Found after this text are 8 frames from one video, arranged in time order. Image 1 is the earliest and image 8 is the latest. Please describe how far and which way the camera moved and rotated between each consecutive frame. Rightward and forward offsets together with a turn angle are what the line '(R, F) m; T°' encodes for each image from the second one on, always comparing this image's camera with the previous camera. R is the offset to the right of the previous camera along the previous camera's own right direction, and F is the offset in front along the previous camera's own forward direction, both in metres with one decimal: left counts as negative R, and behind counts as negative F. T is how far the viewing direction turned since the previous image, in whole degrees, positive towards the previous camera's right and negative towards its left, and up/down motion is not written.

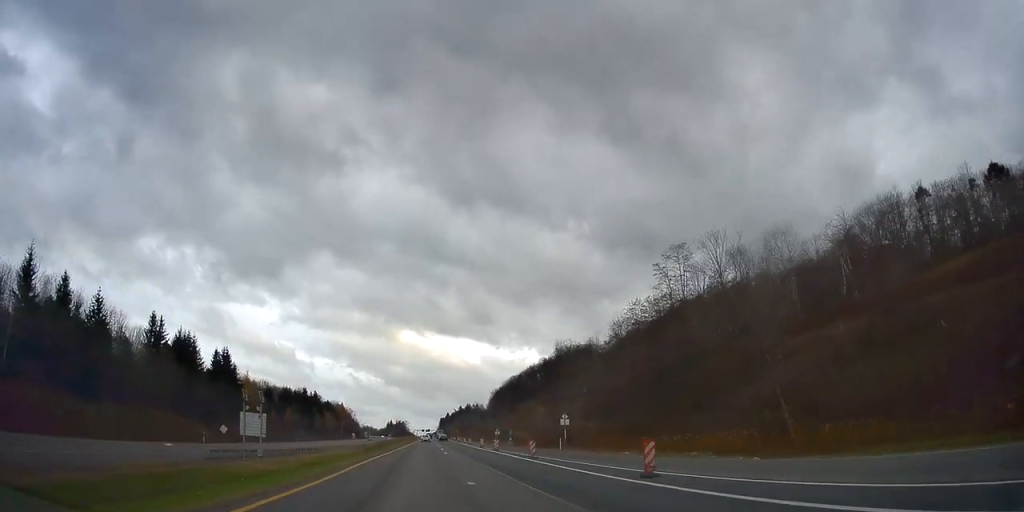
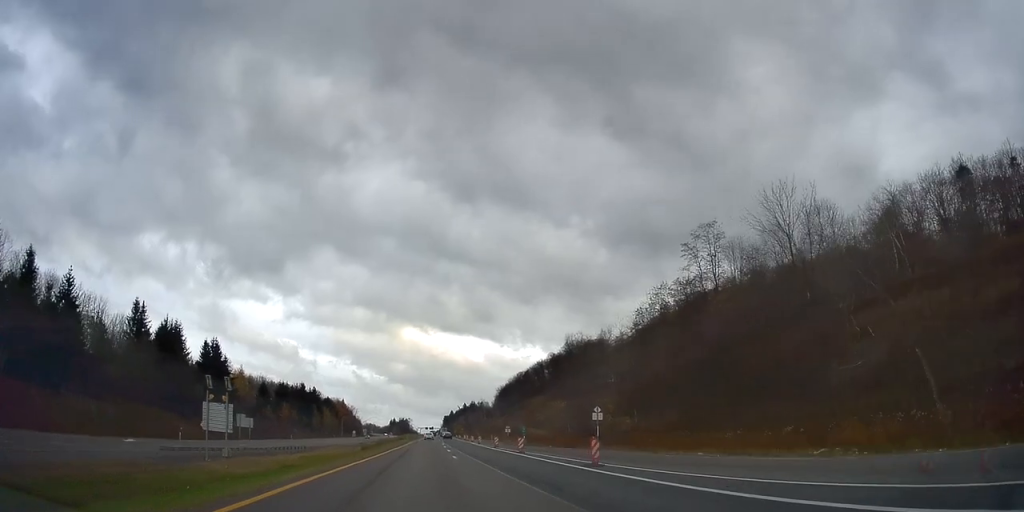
(-0.1, +11.9) m; 0°
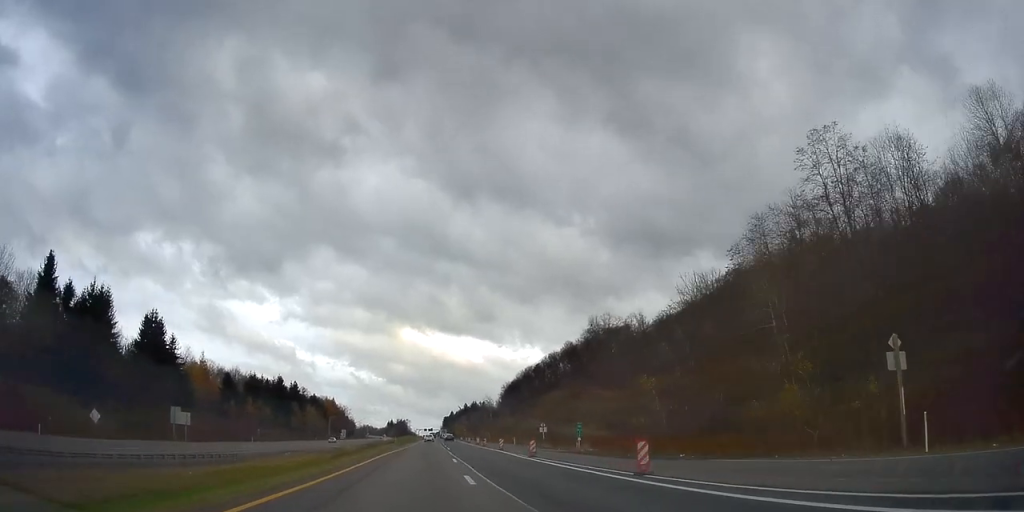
(+0.6, +37.7) m; +1°
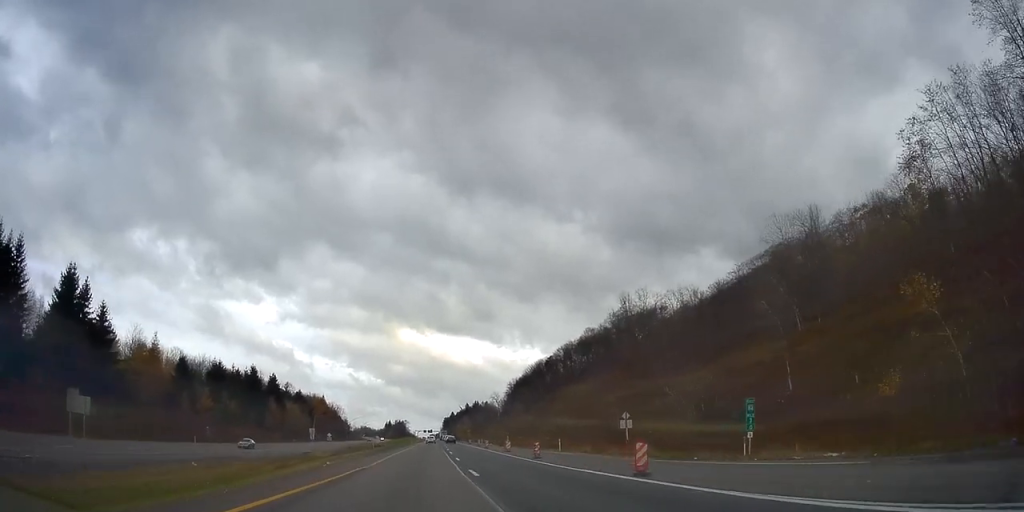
(-0.2, +33.8) m; -1°
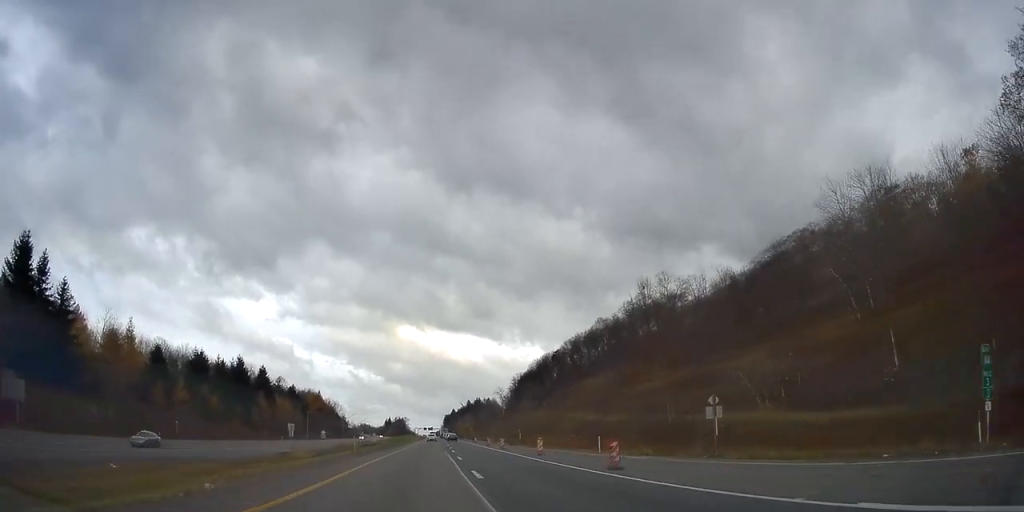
(-0.2, +14.4) m; 0°
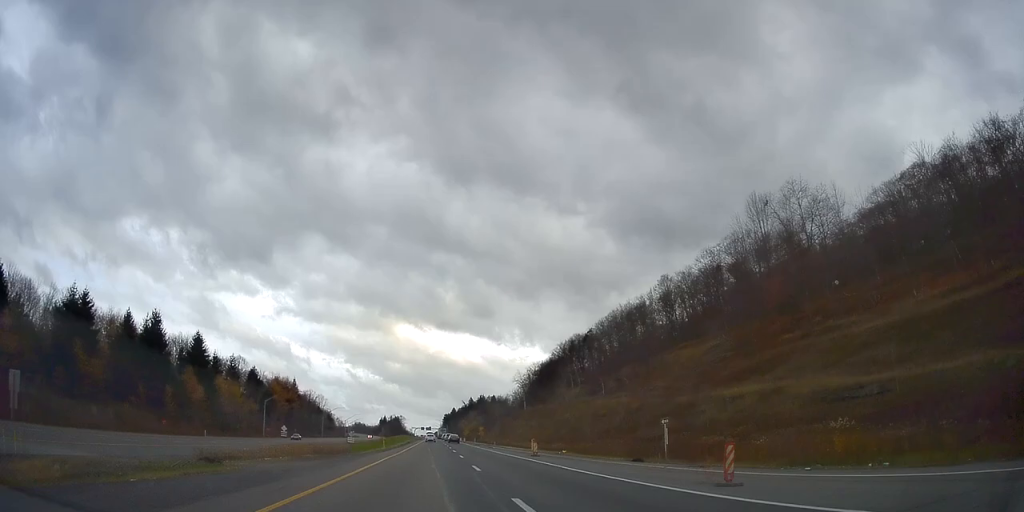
(+0.8, +57.9) m; +1°
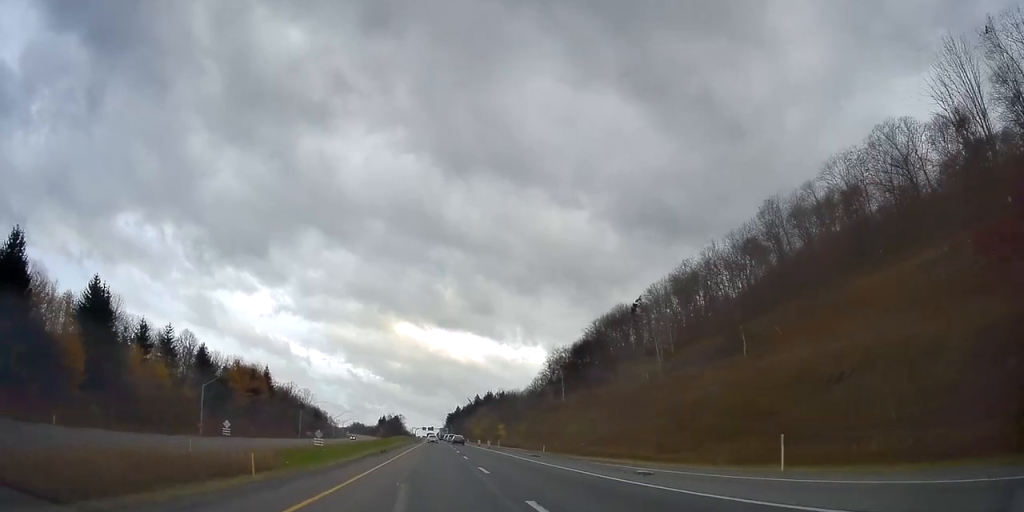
(-0.5, +49.9) m; 0°
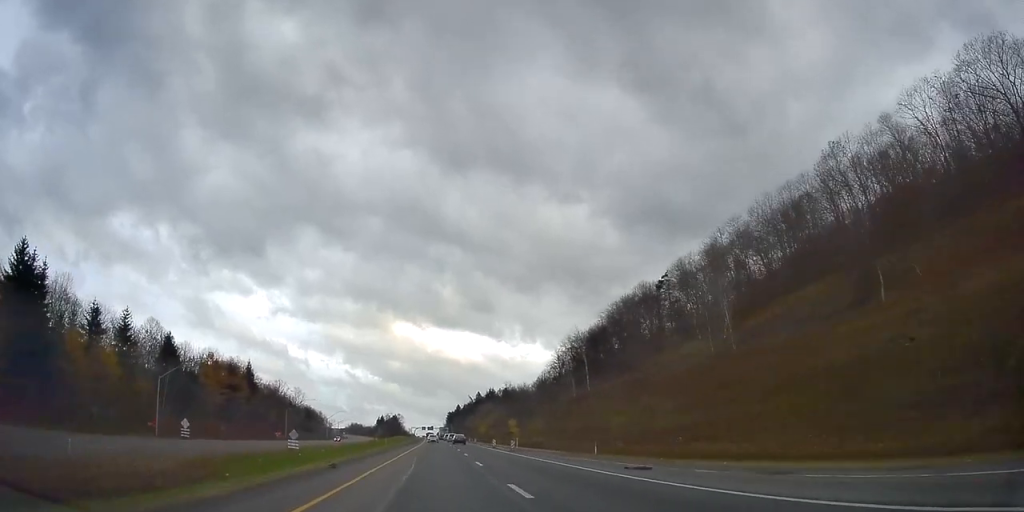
(0.0, +21.4) m; 0°
